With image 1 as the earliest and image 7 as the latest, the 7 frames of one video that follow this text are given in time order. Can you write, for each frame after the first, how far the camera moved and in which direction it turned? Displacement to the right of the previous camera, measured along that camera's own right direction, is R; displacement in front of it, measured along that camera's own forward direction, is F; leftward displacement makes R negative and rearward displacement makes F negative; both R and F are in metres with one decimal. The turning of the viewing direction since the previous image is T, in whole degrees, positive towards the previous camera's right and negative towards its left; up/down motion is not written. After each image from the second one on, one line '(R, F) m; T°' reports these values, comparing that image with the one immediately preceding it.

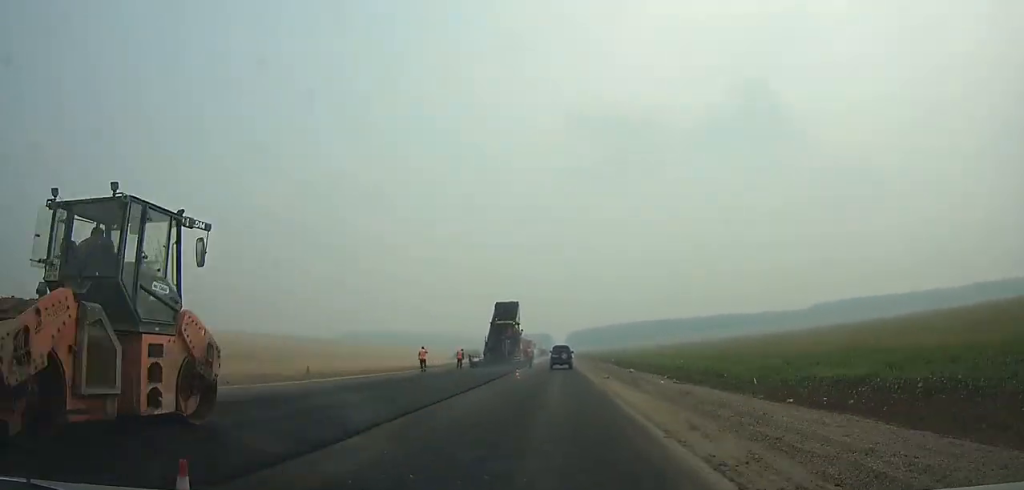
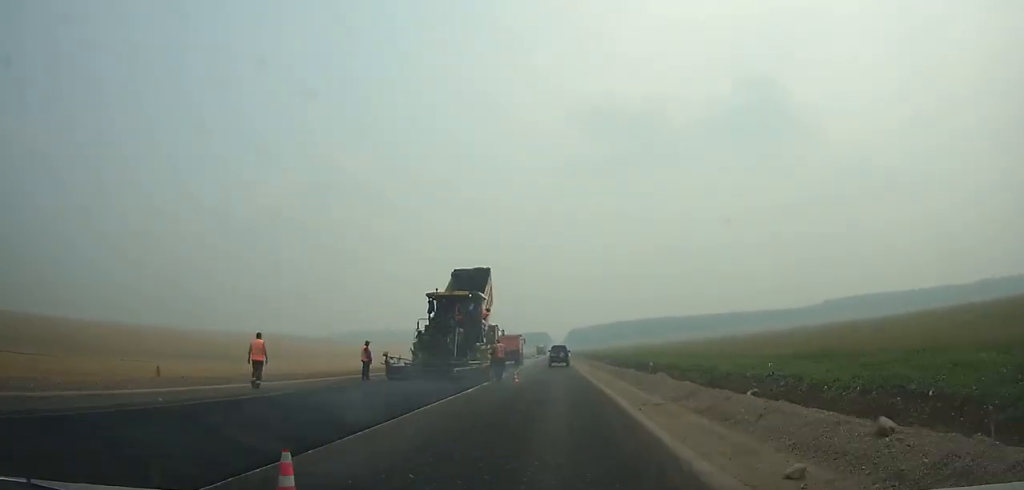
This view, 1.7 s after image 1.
(0.0, +24.7) m; 0°
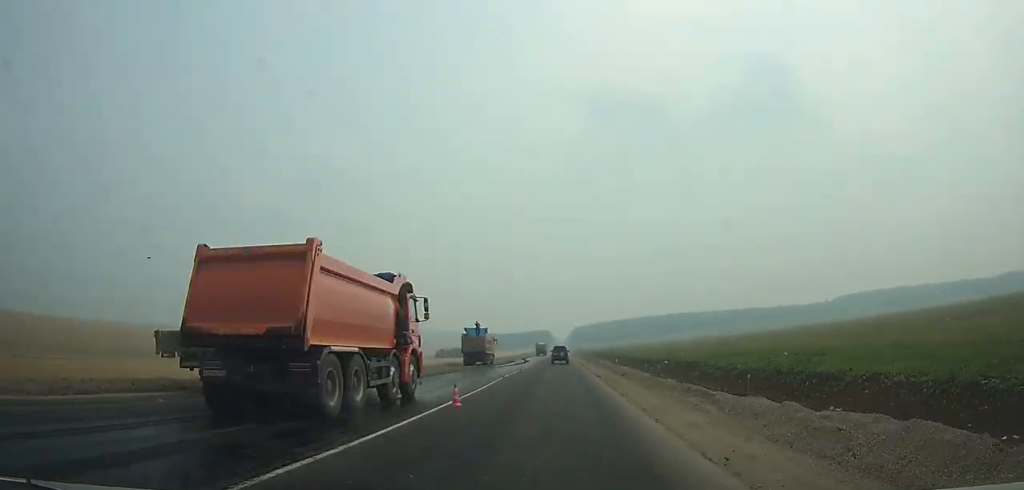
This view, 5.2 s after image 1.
(-0.1, +55.0) m; 0°
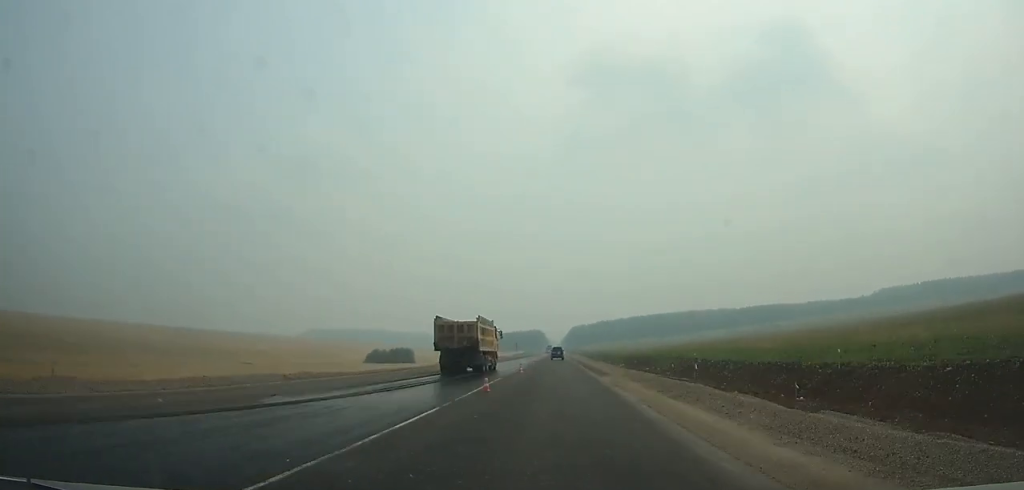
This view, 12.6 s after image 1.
(0.0, +130.4) m; 0°
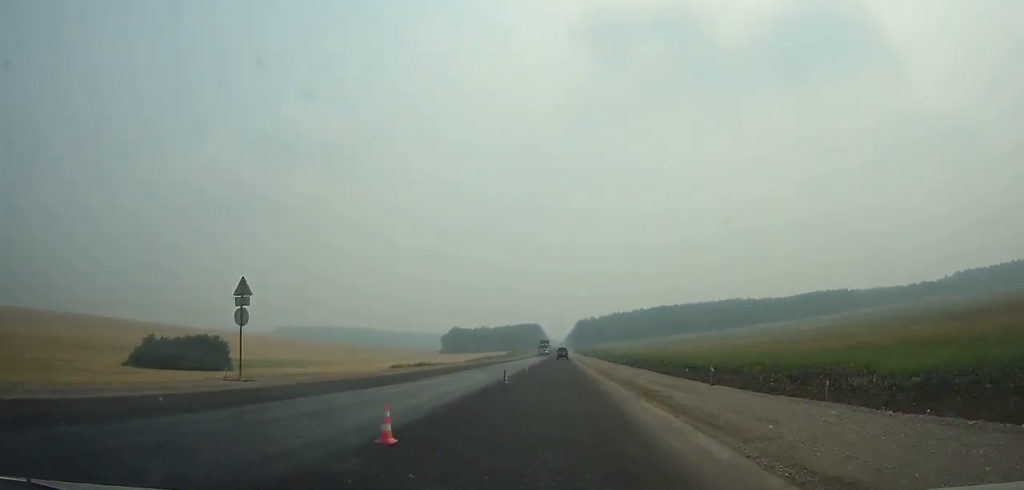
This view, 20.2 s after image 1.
(-0.1, +151.2) m; 0°
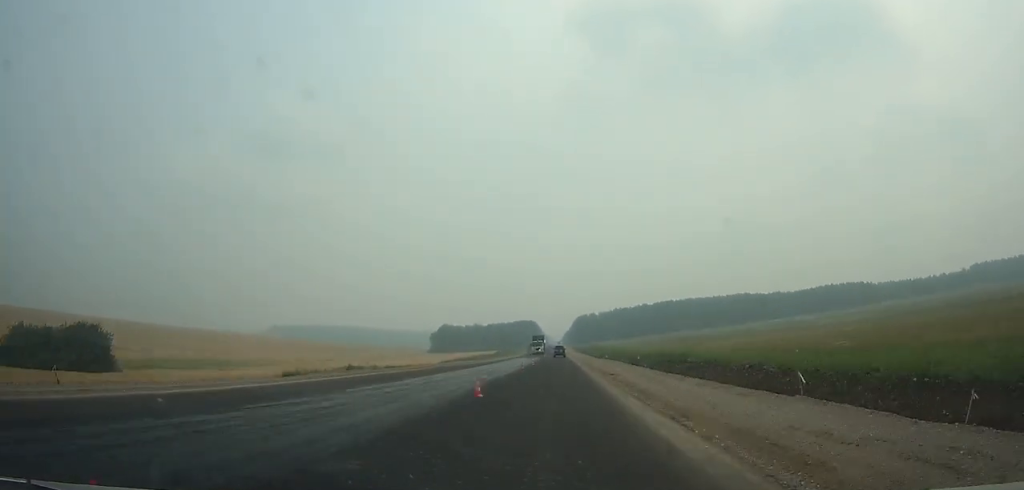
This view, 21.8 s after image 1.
(+0.1, +33.8) m; 0°
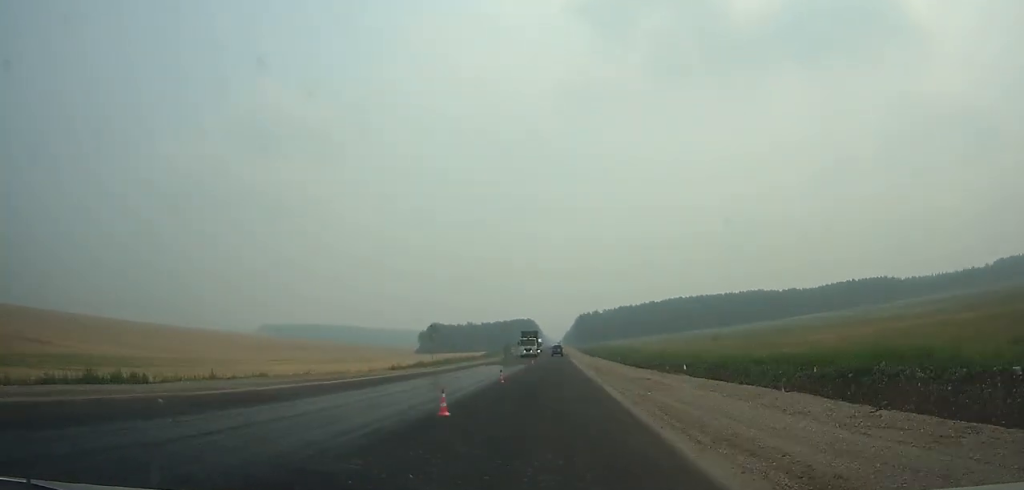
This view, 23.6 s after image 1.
(0.0, +38.8) m; 0°
